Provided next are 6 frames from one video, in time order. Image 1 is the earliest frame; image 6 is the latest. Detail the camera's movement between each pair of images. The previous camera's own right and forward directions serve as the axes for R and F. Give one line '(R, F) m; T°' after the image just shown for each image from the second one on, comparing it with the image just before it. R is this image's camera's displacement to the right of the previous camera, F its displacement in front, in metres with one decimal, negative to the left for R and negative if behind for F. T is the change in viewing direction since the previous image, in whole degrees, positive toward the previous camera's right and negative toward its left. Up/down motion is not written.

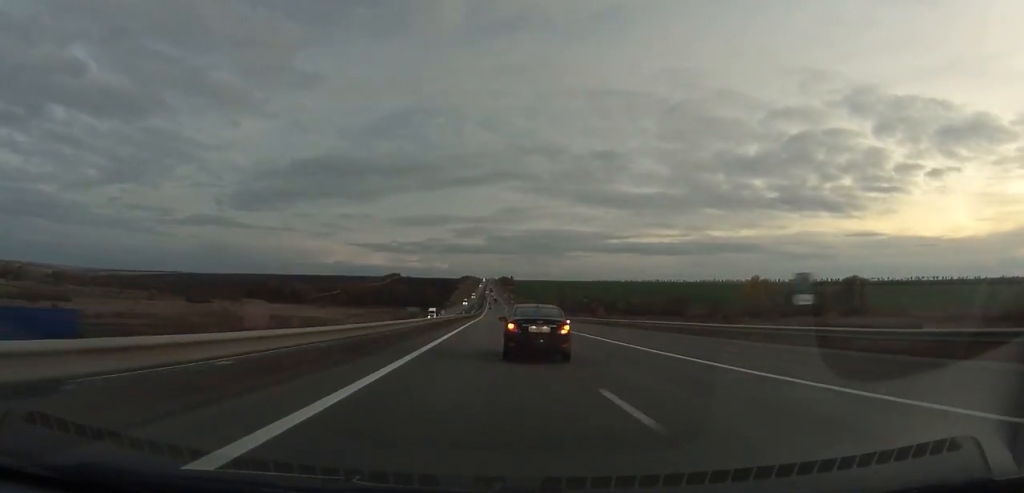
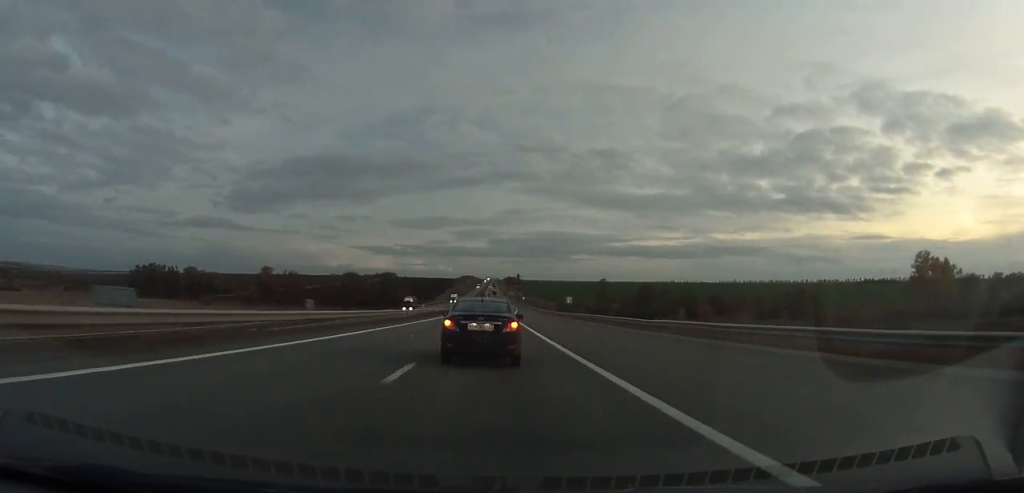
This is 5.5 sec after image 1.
(+0.8, +172.9) m; 0°
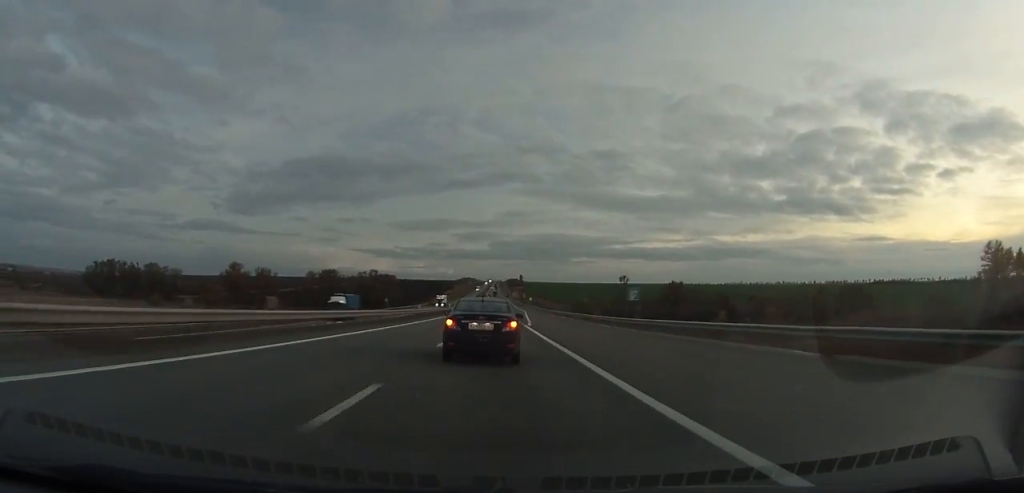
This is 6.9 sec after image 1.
(-0.3, +44.0) m; 0°
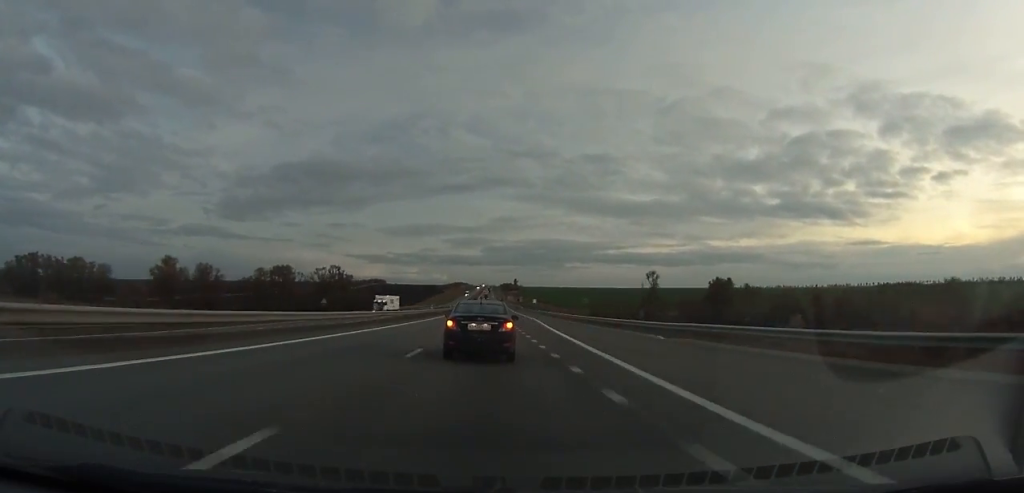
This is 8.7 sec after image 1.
(-0.2, +56.2) m; 0°
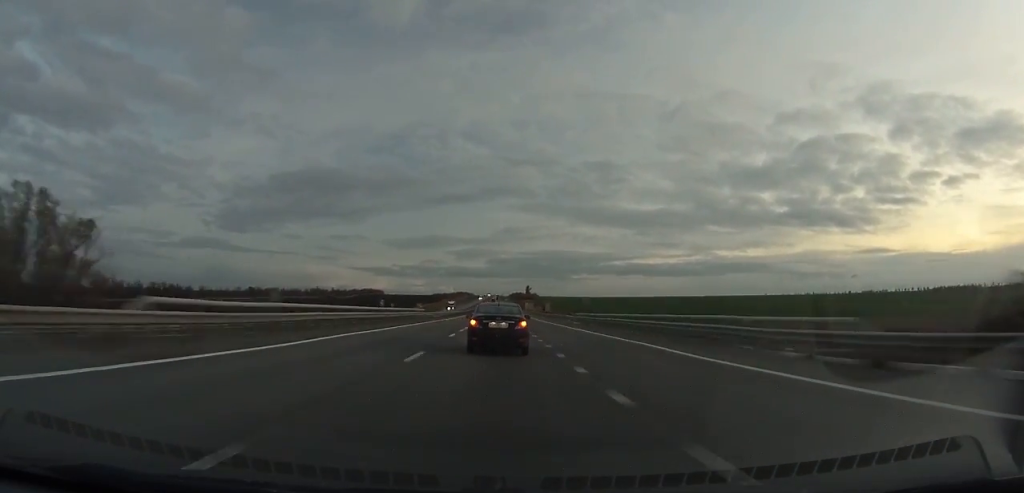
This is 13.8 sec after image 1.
(-1.2, +150.3) m; -1°
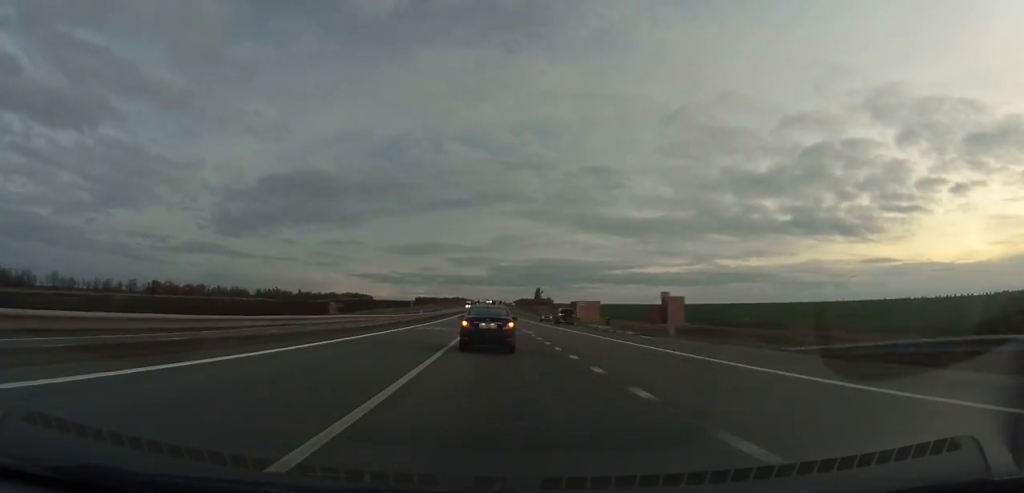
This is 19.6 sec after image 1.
(+0.1, +157.7) m; 0°
